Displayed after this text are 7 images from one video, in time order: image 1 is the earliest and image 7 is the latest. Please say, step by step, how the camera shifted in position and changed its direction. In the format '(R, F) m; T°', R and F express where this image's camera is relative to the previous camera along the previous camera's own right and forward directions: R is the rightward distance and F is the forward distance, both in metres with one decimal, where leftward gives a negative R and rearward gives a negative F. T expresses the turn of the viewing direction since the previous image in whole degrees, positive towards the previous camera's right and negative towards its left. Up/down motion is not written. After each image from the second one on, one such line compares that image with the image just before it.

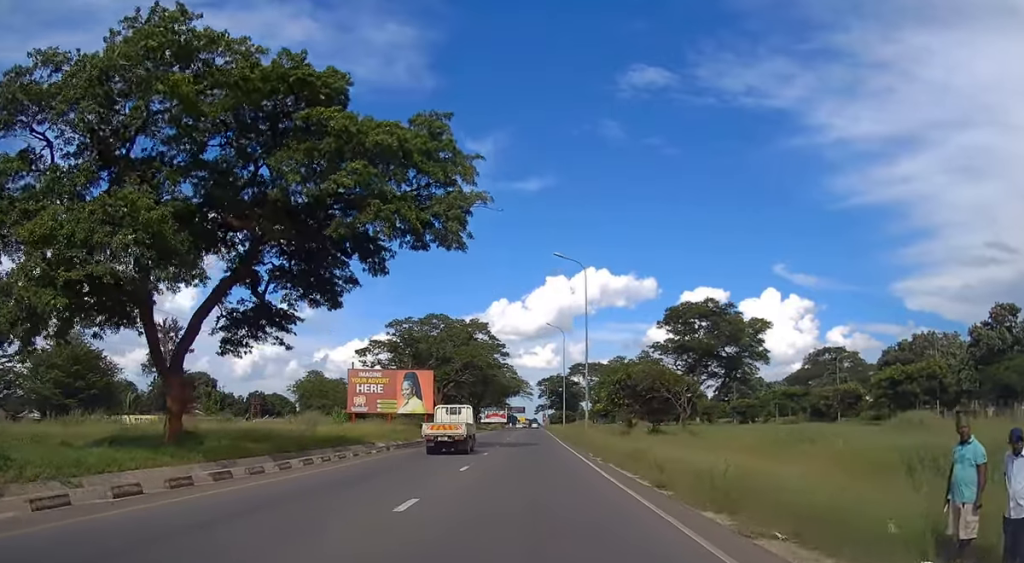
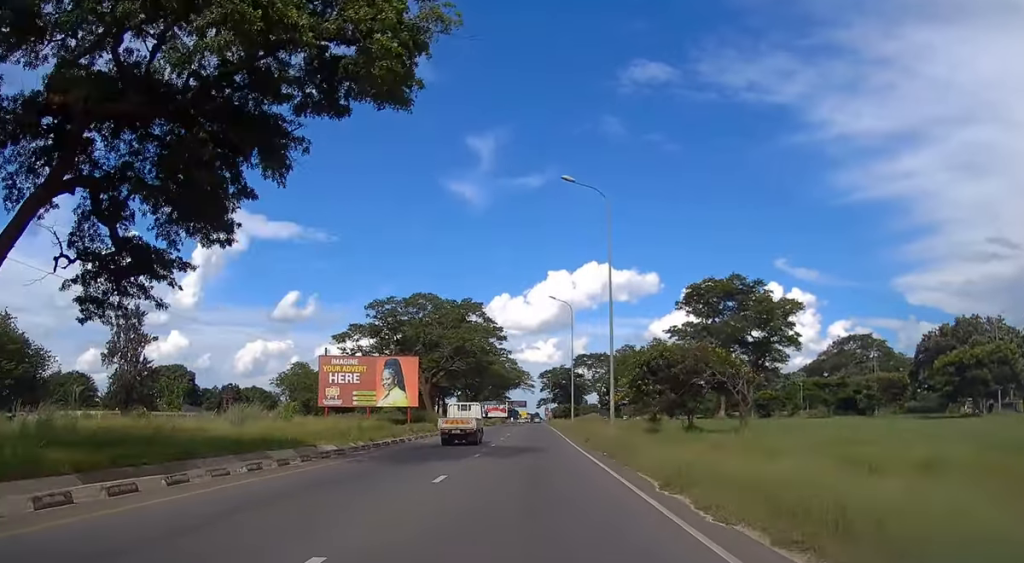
(0.0, +14.2) m; +1°
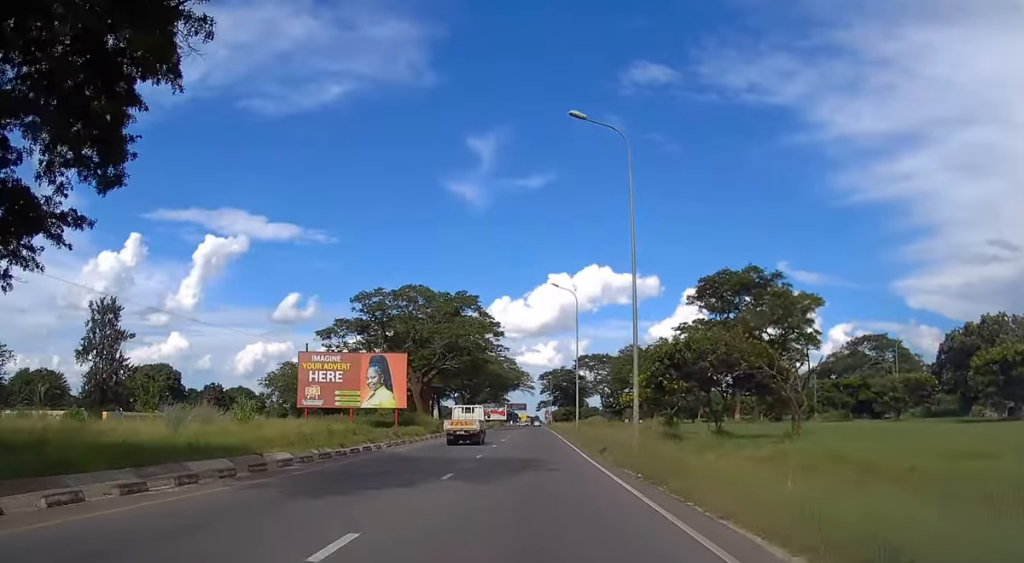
(+0.1, +7.6) m; 0°
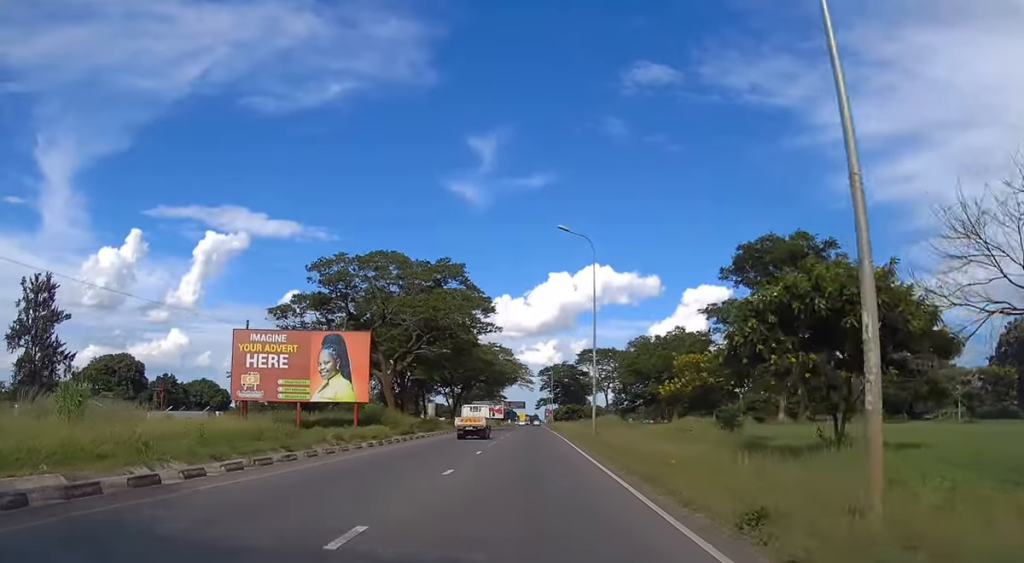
(+0.1, +17.4) m; 0°
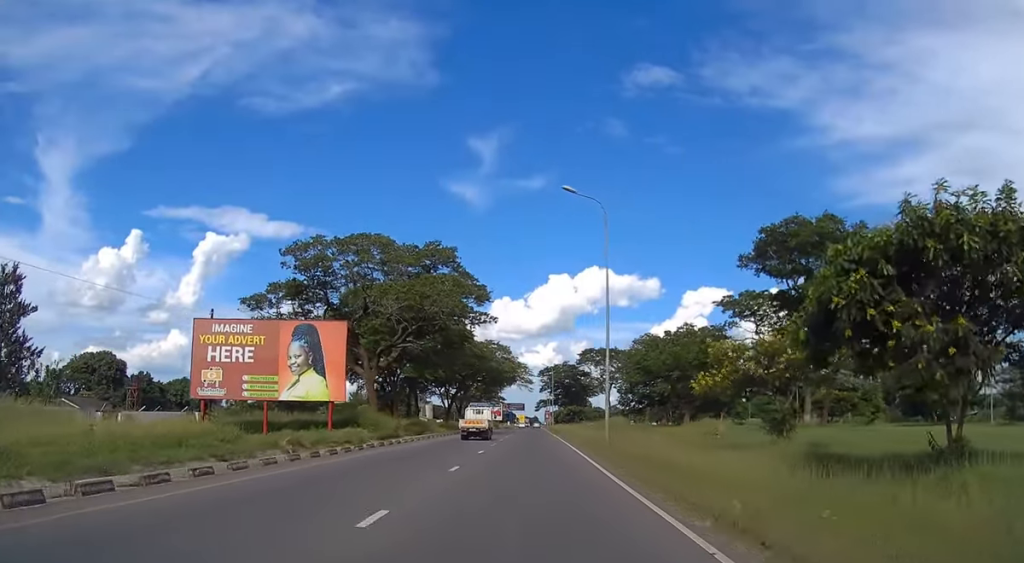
(-0.1, +7.6) m; 0°
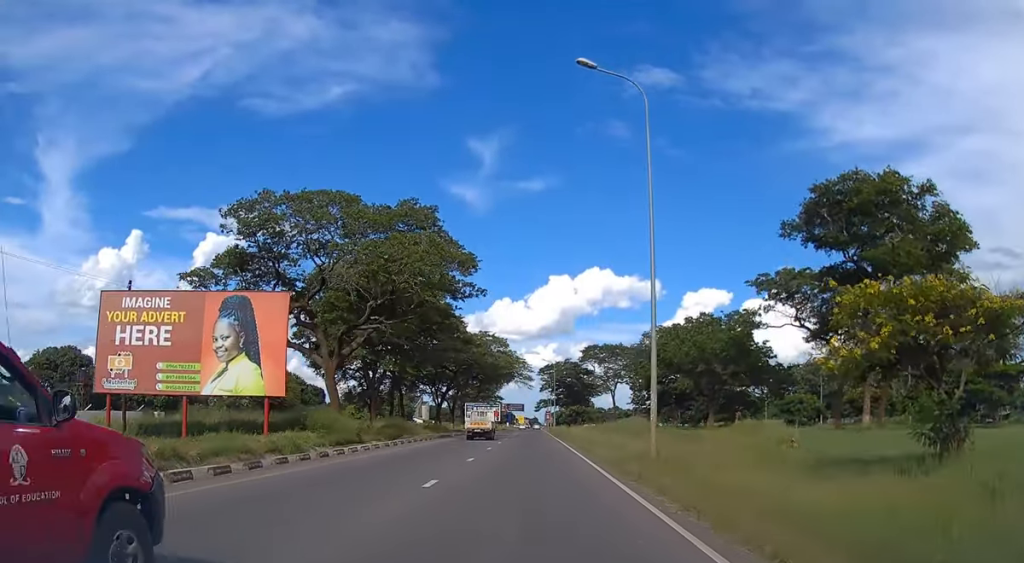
(+0.1, +13.0) m; 0°
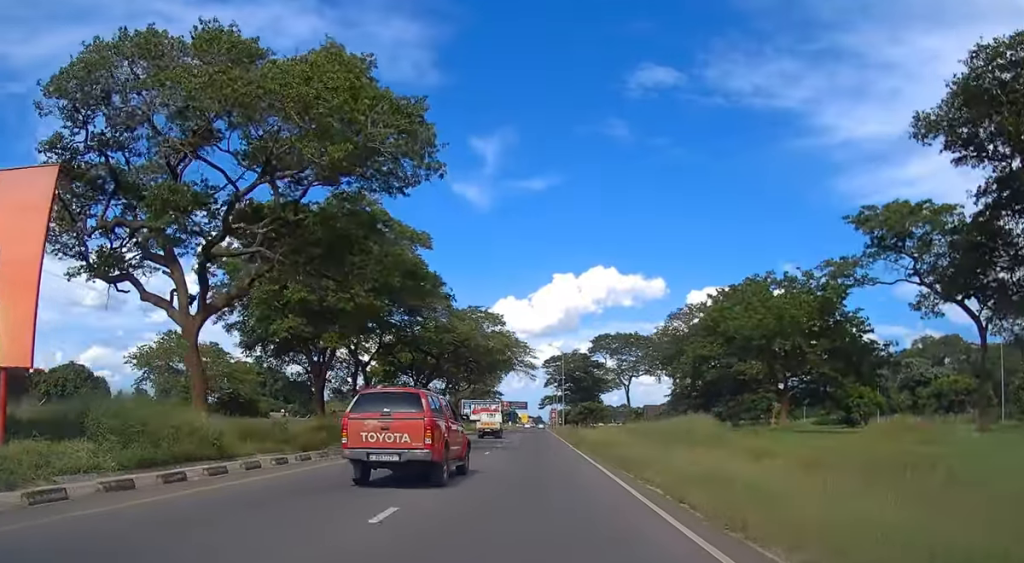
(+0.1, +22.2) m; 0°
